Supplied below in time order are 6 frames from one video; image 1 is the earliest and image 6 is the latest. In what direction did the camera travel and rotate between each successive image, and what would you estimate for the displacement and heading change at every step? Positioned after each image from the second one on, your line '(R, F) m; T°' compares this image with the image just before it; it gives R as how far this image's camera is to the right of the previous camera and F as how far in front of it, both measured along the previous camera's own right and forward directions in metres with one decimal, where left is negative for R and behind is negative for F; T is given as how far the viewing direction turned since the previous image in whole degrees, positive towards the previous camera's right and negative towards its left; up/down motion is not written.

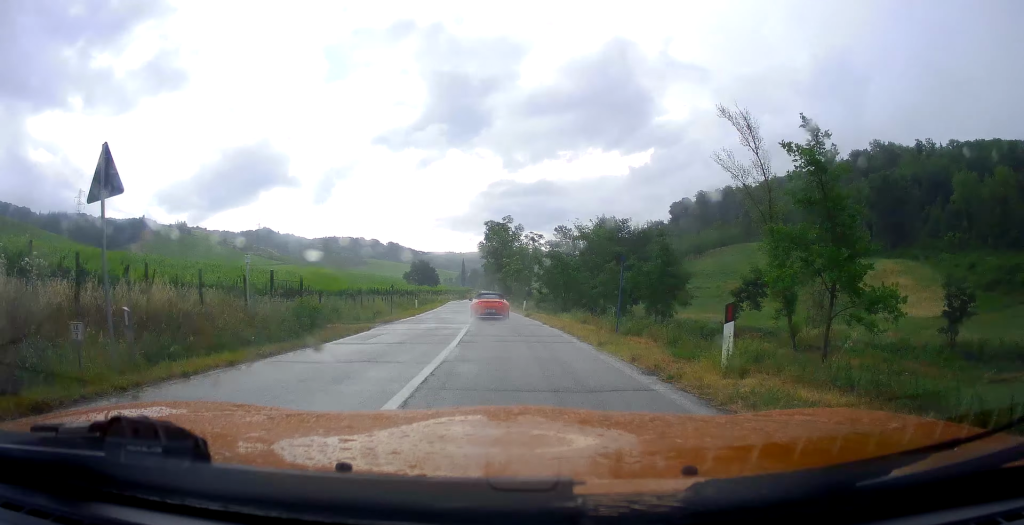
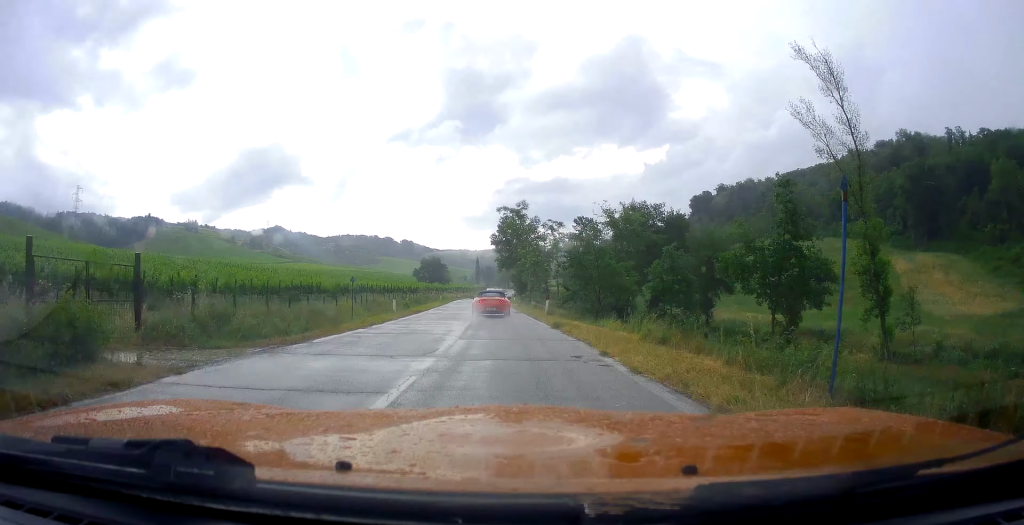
(0.0, +12.5) m; 0°
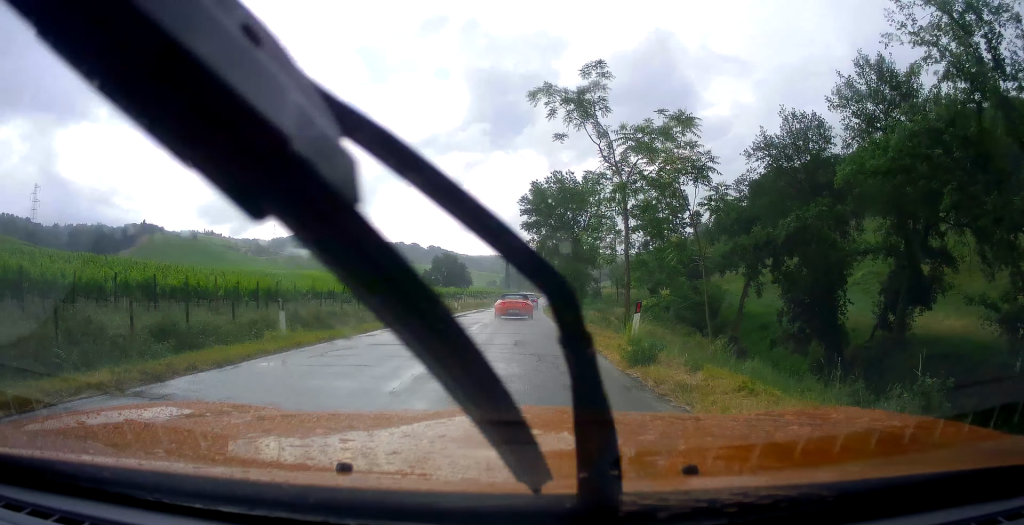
(-2.4, +49.2) m; -5°
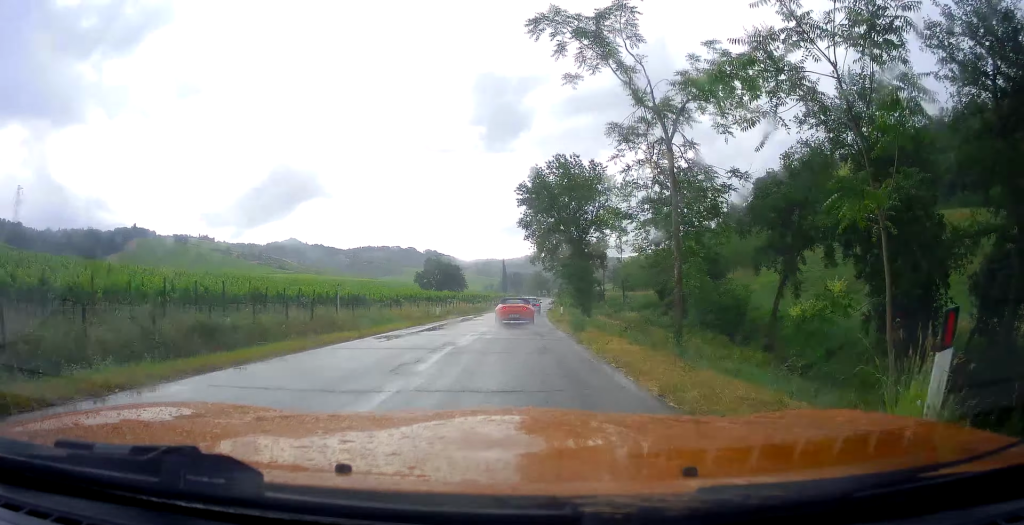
(-0.3, +10.1) m; 0°
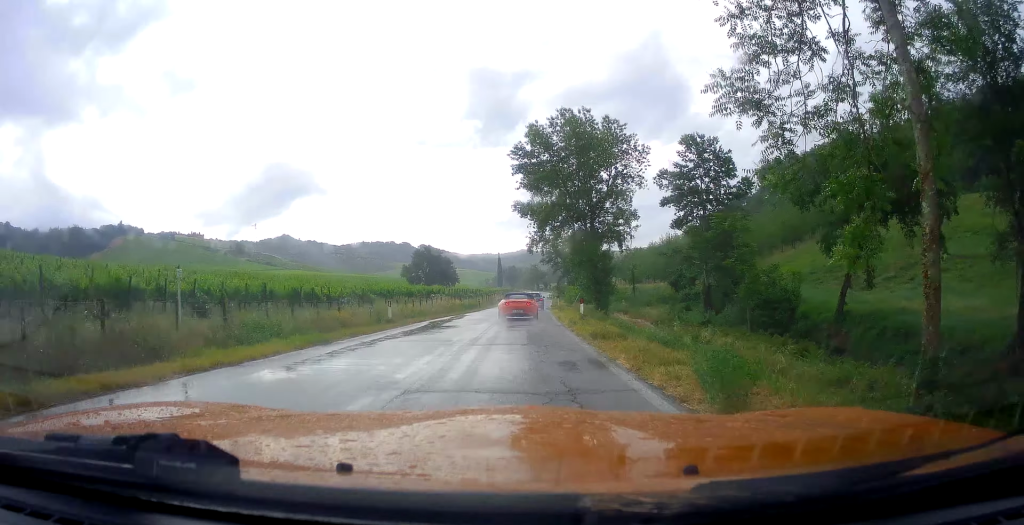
(+0.1, +12.9) m; +1°
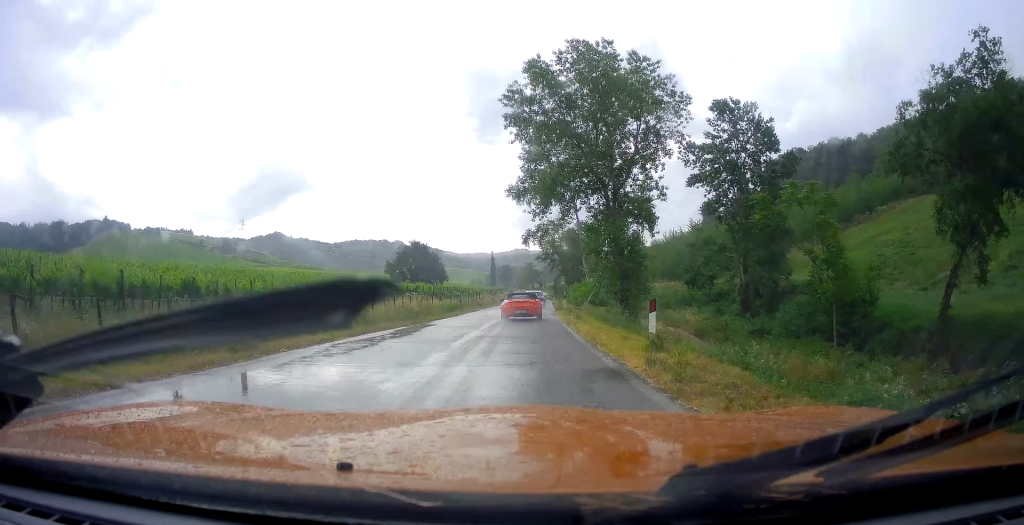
(+0.2, +13.7) m; +1°
